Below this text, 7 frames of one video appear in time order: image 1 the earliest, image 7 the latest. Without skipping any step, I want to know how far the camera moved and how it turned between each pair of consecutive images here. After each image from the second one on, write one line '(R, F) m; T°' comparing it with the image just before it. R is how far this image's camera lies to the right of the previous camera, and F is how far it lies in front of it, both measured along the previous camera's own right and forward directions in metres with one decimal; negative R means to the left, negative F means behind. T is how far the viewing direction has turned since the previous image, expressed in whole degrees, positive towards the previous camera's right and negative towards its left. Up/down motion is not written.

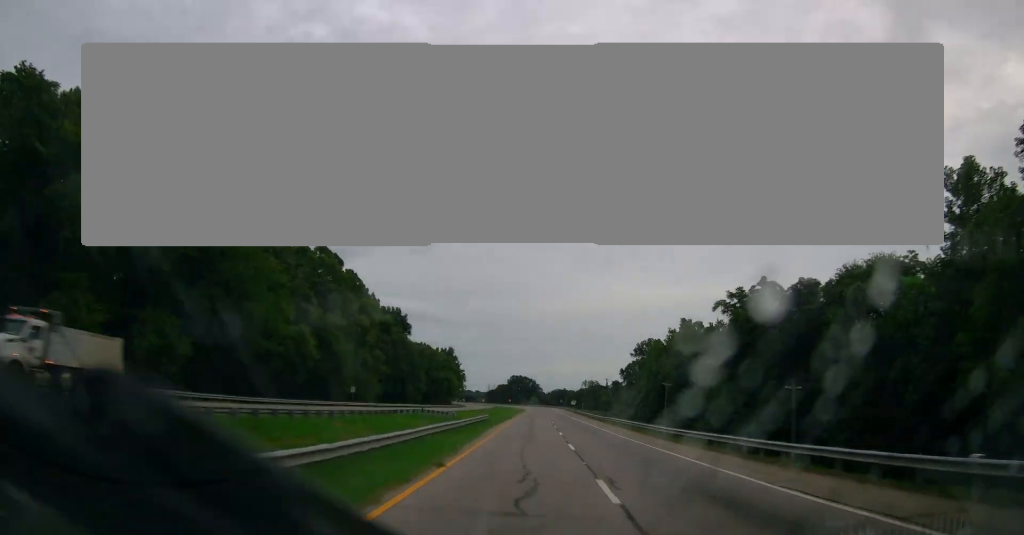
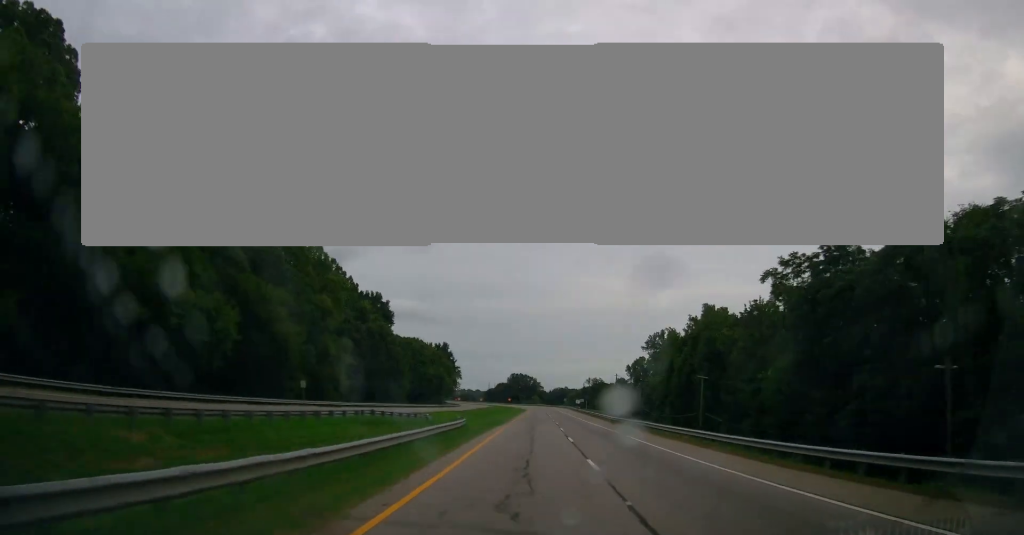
(0.0, +18.2) m; 0°
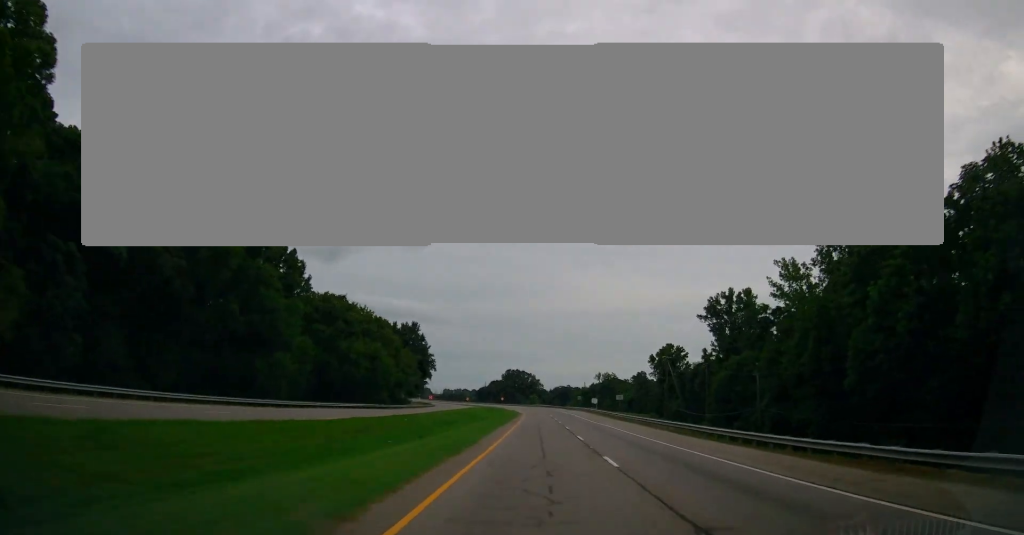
(+0.1, +59.4) m; 0°
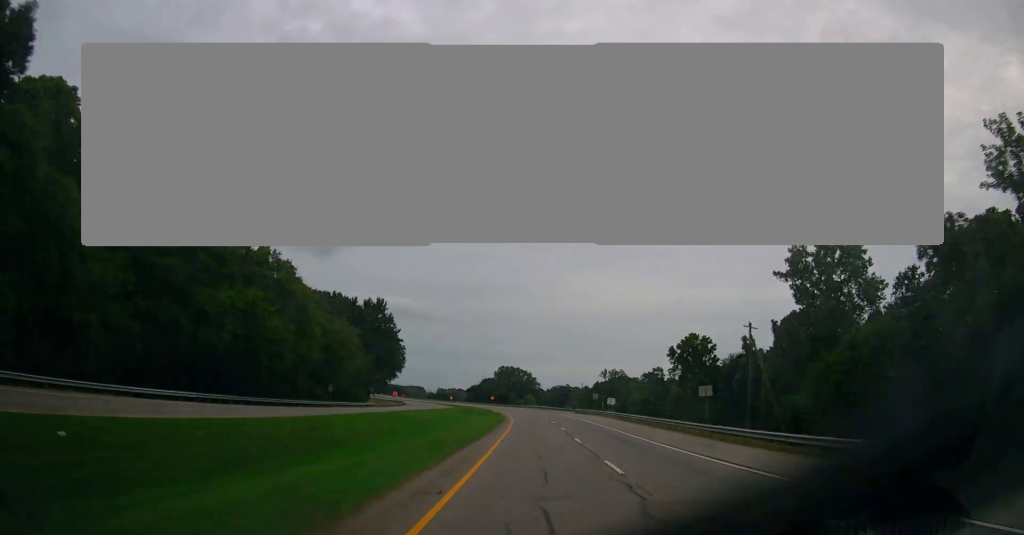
(+0.3, +37.9) m; 0°
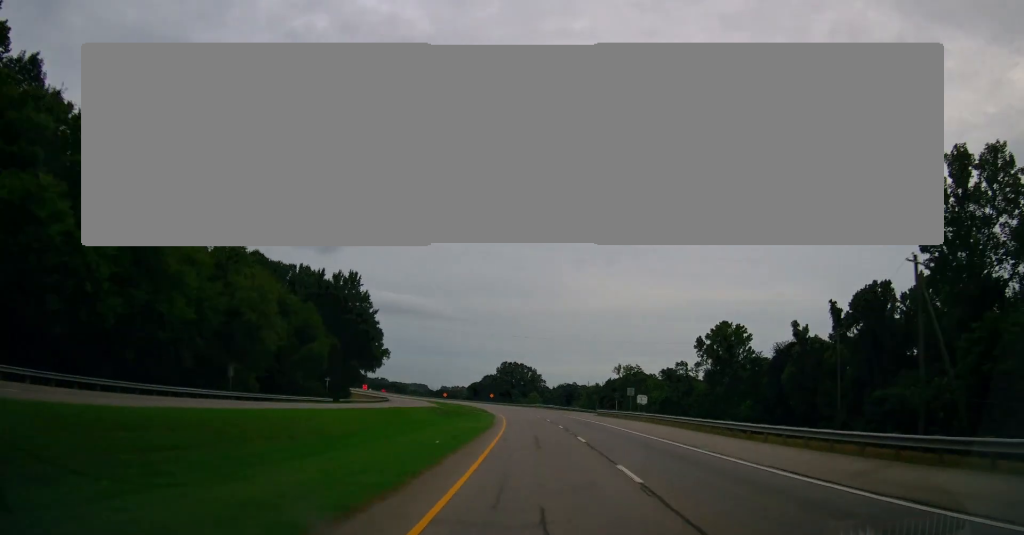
(+0.1, +26.4) m; 0°
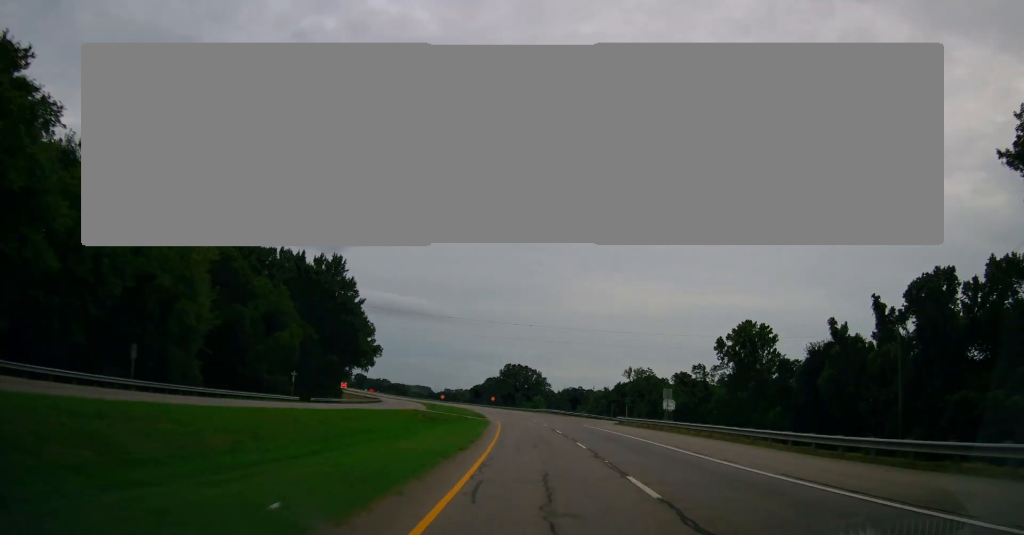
(-0.1, +13.8) m; -1°
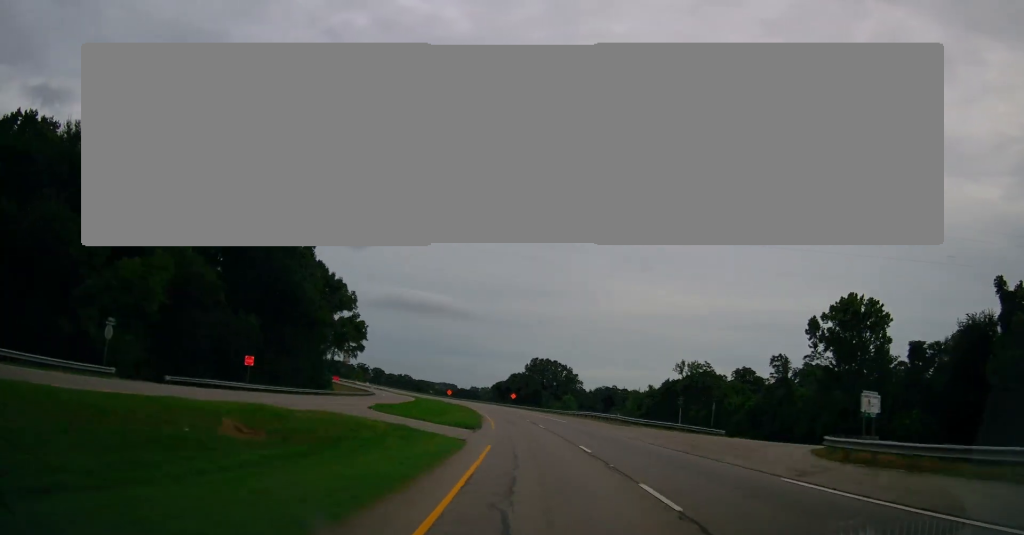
(-0.4, +37.9) m; -2°
